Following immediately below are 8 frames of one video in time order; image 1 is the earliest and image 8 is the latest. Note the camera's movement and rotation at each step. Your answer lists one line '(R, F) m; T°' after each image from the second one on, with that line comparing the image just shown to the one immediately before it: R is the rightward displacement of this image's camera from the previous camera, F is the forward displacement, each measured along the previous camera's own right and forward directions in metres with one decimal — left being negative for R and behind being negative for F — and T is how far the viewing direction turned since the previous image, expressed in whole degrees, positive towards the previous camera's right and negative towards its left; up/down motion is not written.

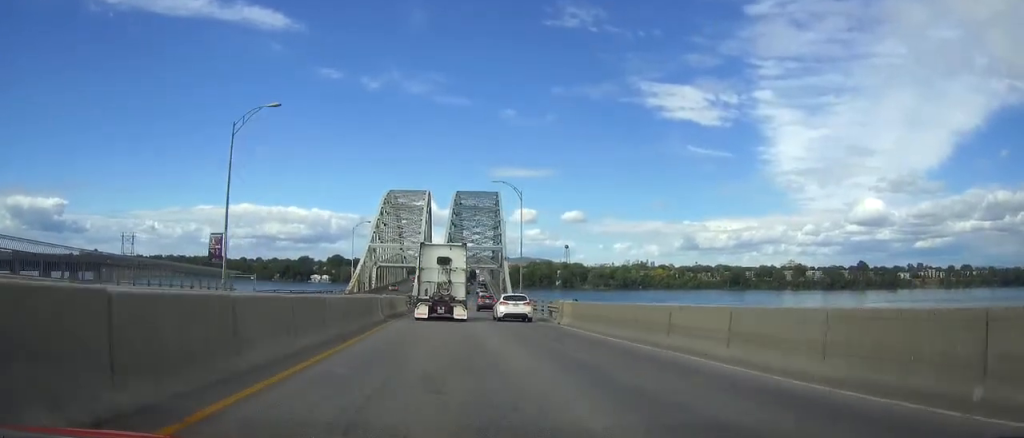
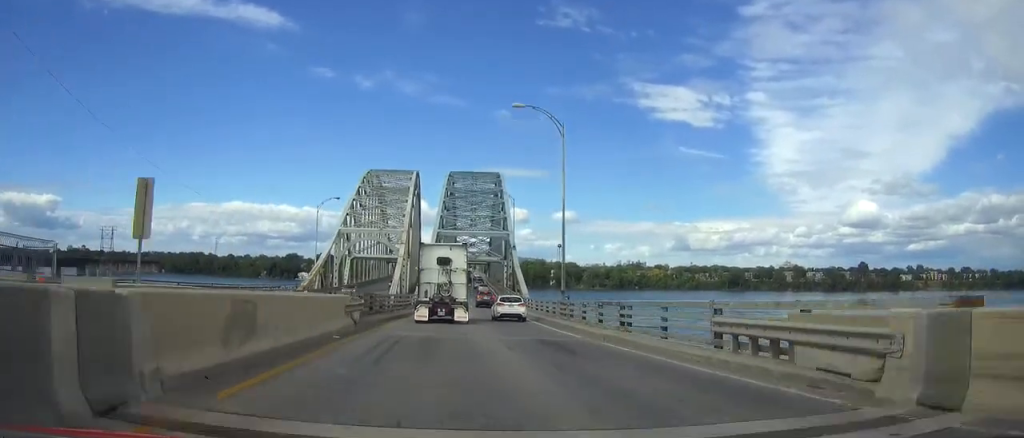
(+0.2, +26.0) m; +1°
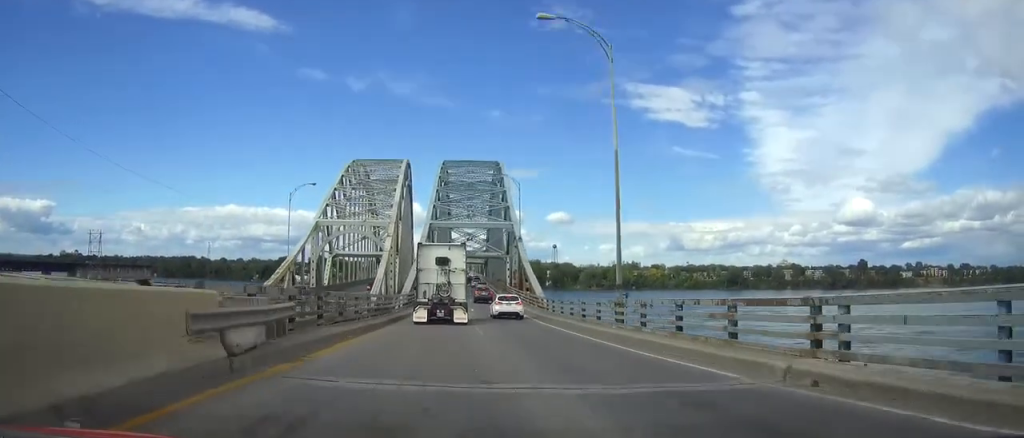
(+0.1, +13.1) m; 0°
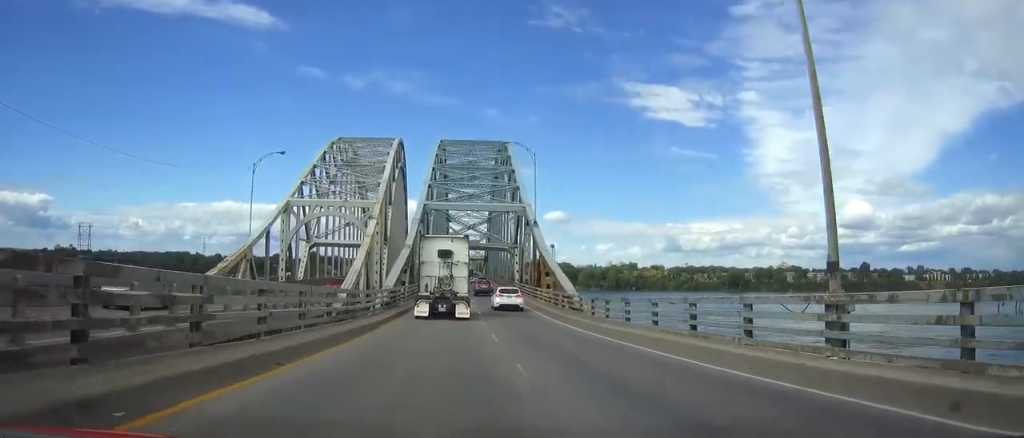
(0.0, +14.5) m; 0°
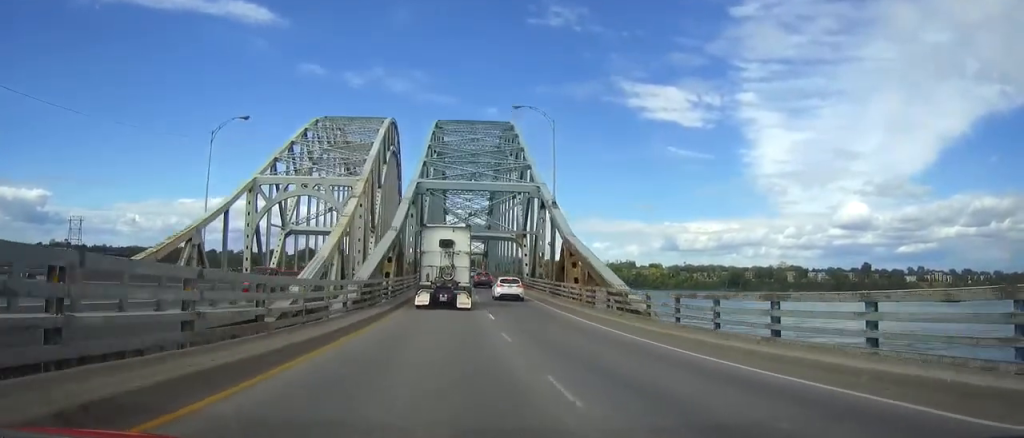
(0.0, +11.6) m; 0°
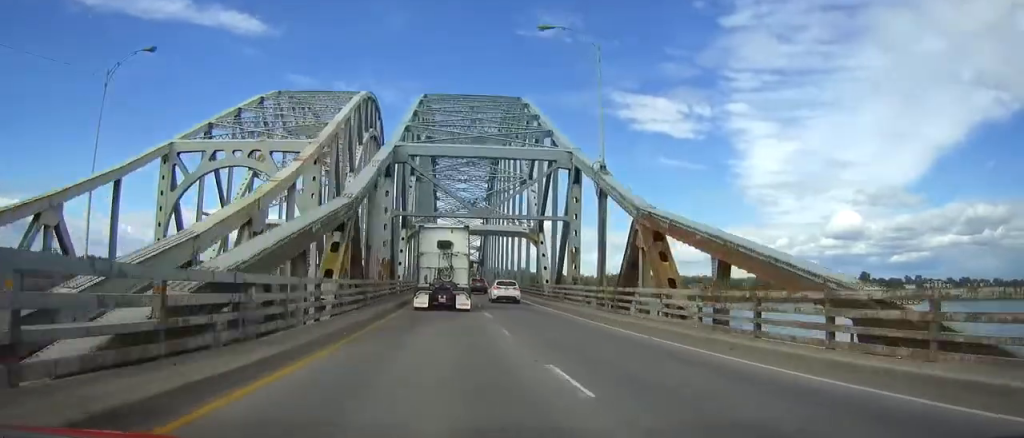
(0.0, +17.5) m; 0°
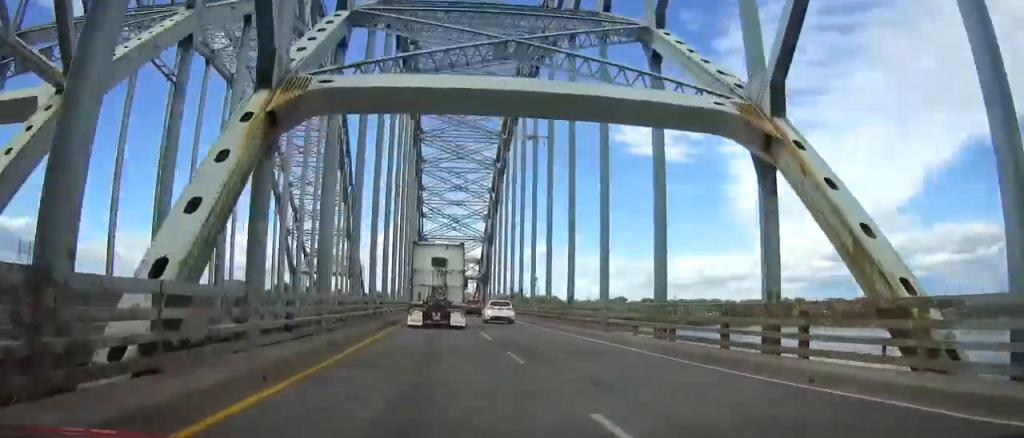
(+0.7, +40.5) m; +2°
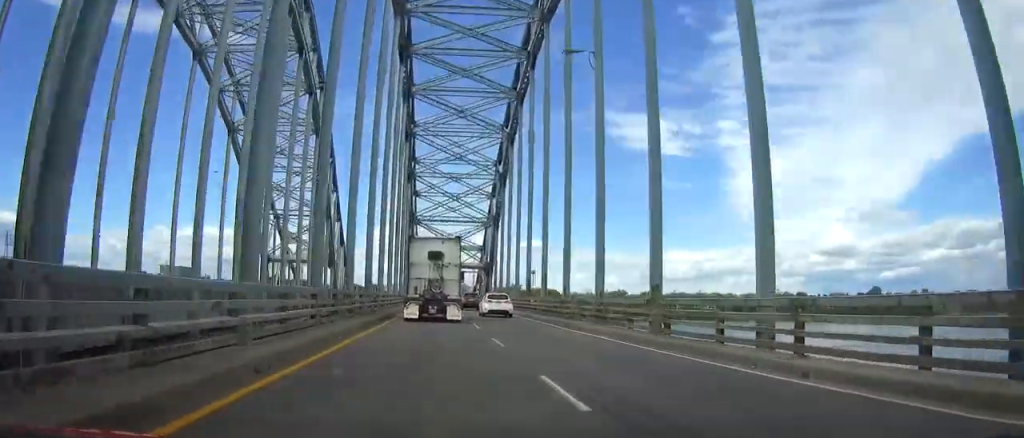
(0.0, +15.7) m; 0°
